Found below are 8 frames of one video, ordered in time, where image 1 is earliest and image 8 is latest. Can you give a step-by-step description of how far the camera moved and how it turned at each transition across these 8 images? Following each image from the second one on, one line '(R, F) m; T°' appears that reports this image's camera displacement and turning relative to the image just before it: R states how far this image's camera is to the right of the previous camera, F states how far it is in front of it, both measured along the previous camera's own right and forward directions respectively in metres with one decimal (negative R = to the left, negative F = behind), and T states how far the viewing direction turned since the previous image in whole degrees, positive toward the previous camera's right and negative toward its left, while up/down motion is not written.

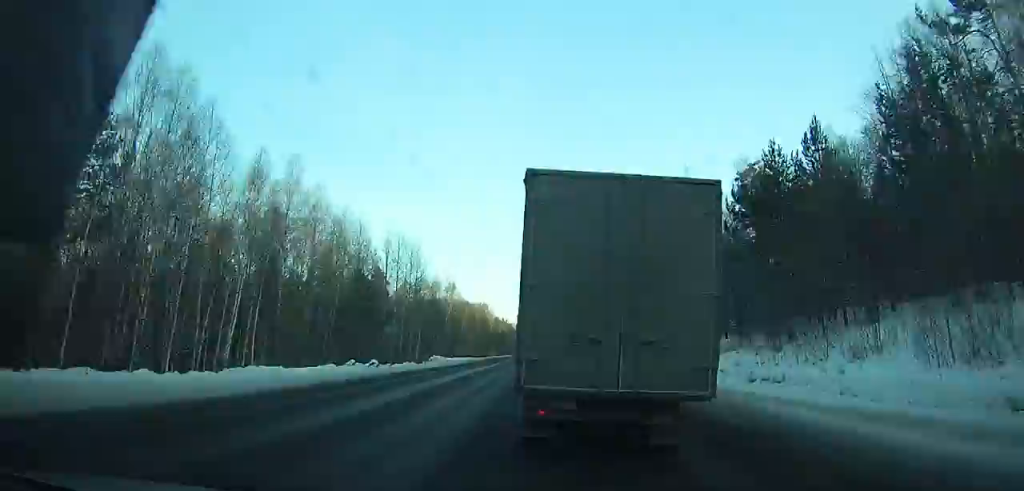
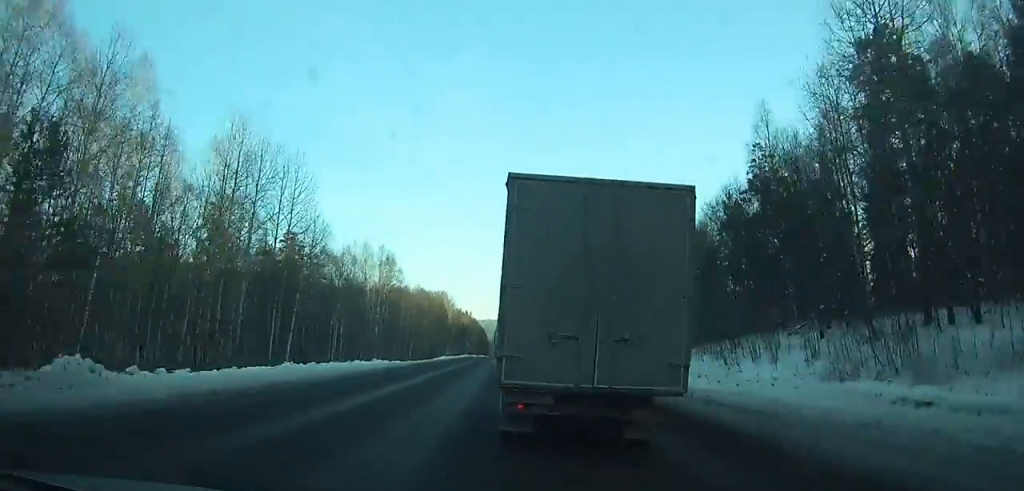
(+0.4, +40.7) m; 0°
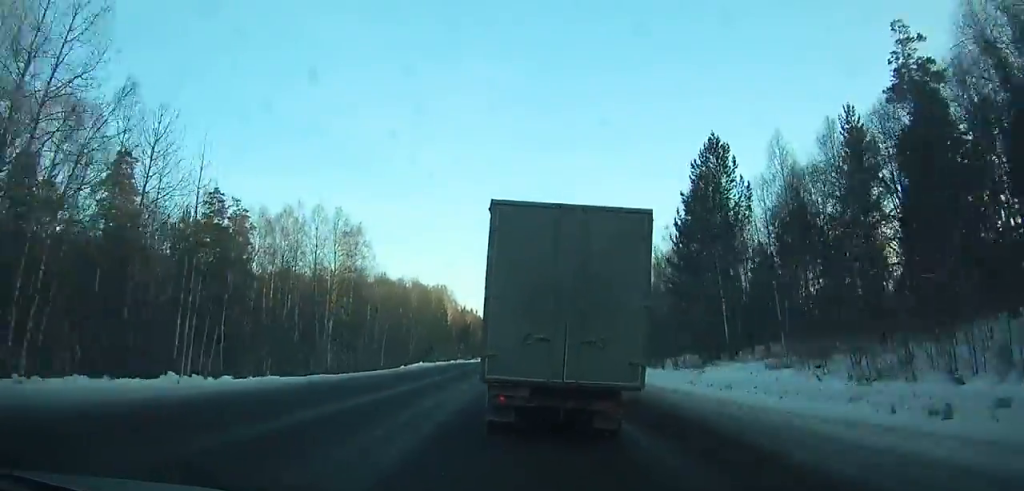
(0.0, +31.1) m; 0°
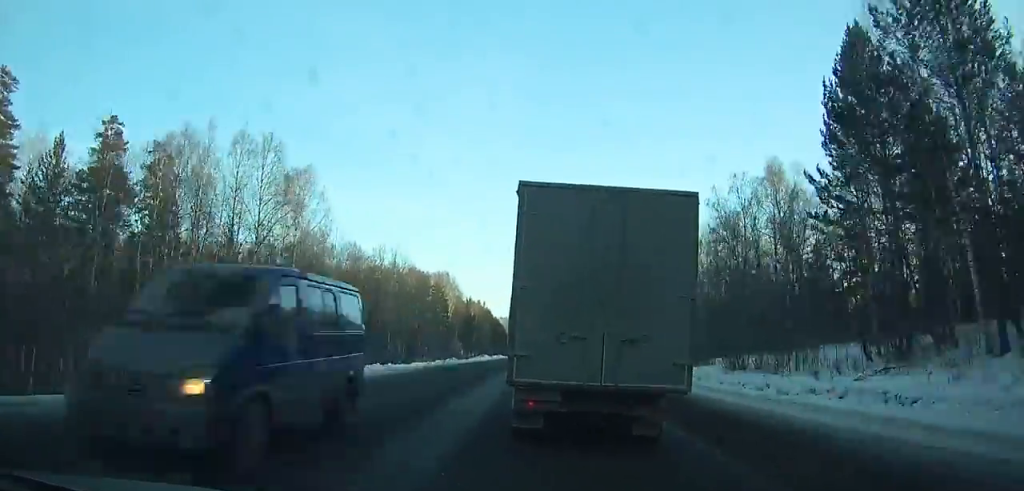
(-0.2, +24.7) m; 0°
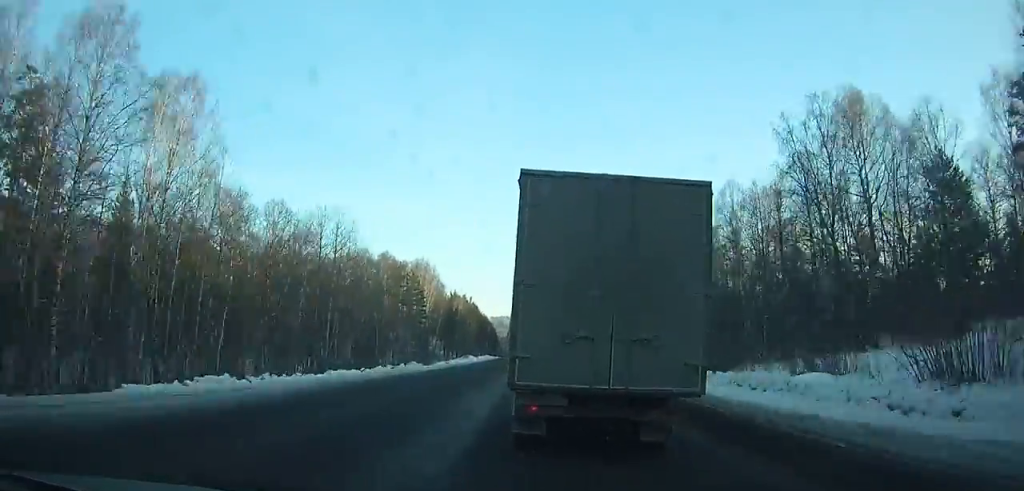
(+0.1, +21.2) m; 0°
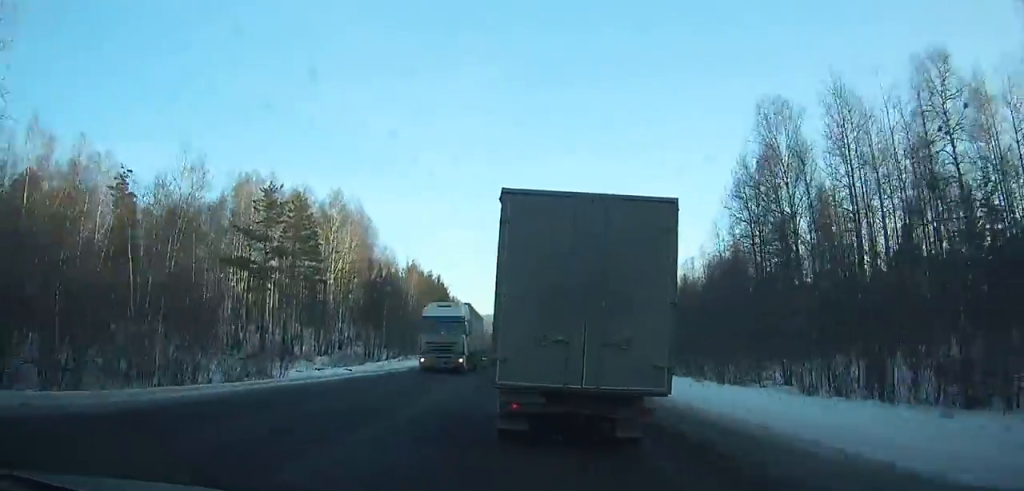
(-0.5, +66.2) m; -2°
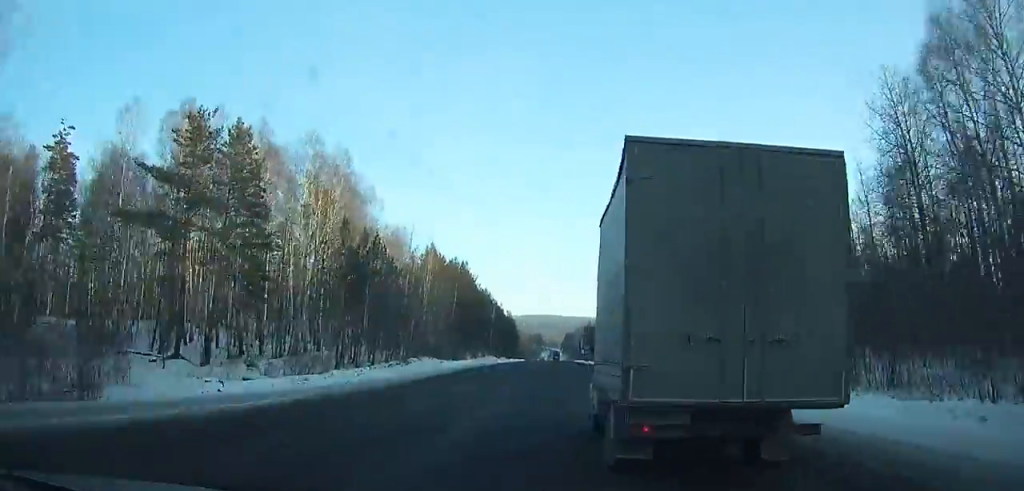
(-1.0, +28.1) m; 0°
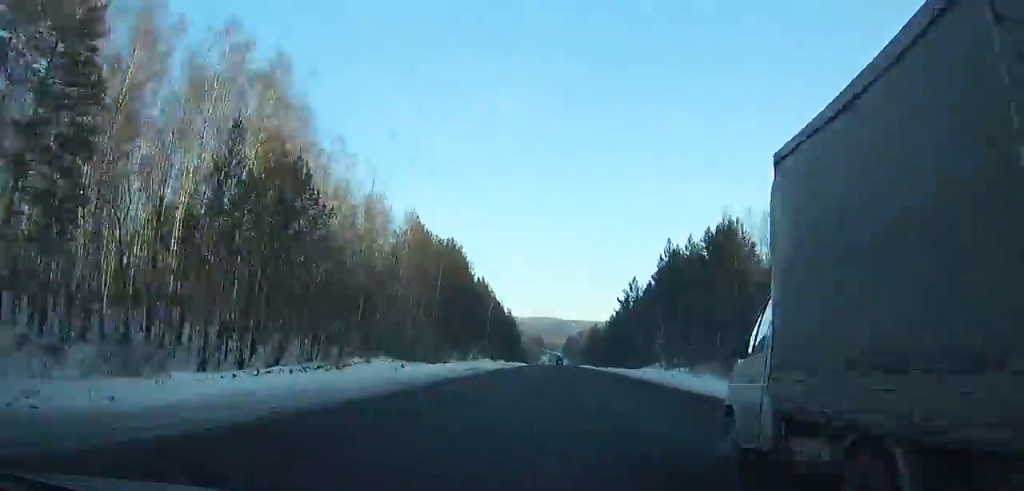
(0.0, +24.9) m; 0°
